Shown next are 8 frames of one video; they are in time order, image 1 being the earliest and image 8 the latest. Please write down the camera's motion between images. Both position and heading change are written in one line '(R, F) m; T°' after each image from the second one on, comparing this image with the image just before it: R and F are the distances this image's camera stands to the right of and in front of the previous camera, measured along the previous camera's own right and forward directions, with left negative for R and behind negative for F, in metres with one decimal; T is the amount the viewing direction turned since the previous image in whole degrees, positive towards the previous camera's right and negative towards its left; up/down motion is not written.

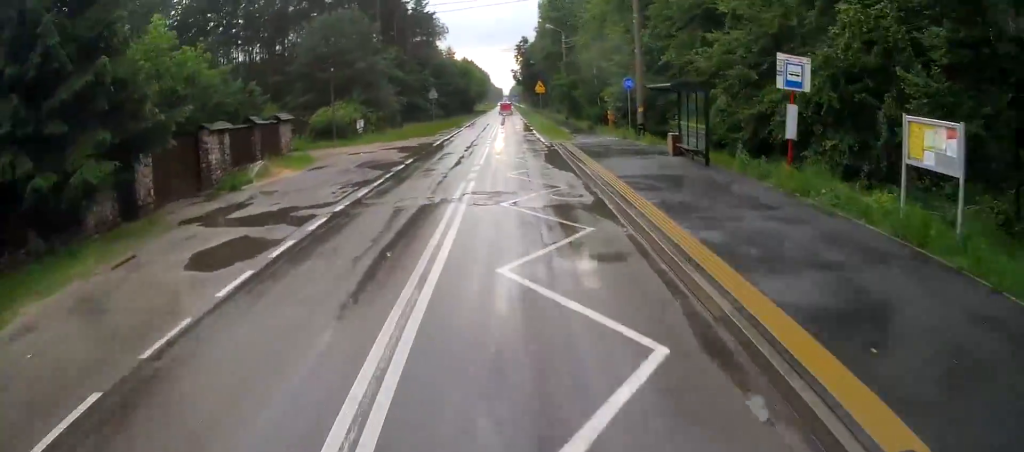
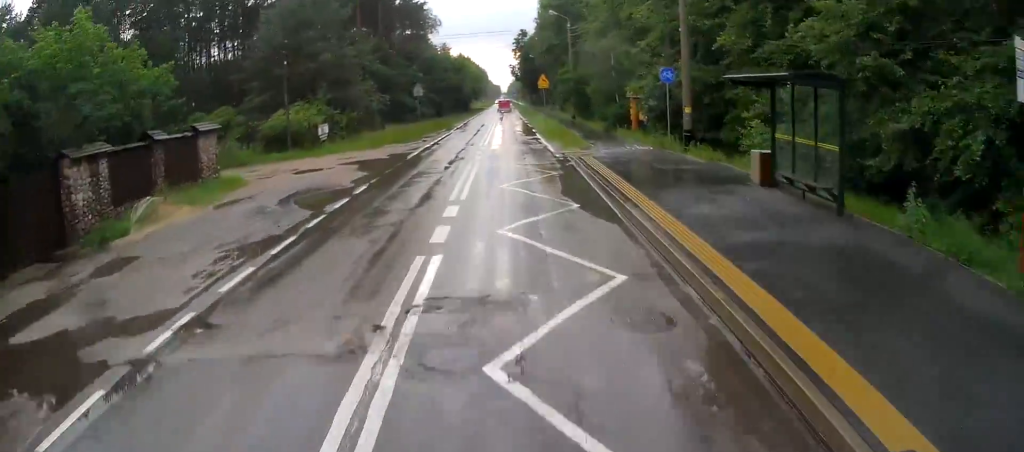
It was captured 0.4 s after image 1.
(0.0, +7.9) m; 0°
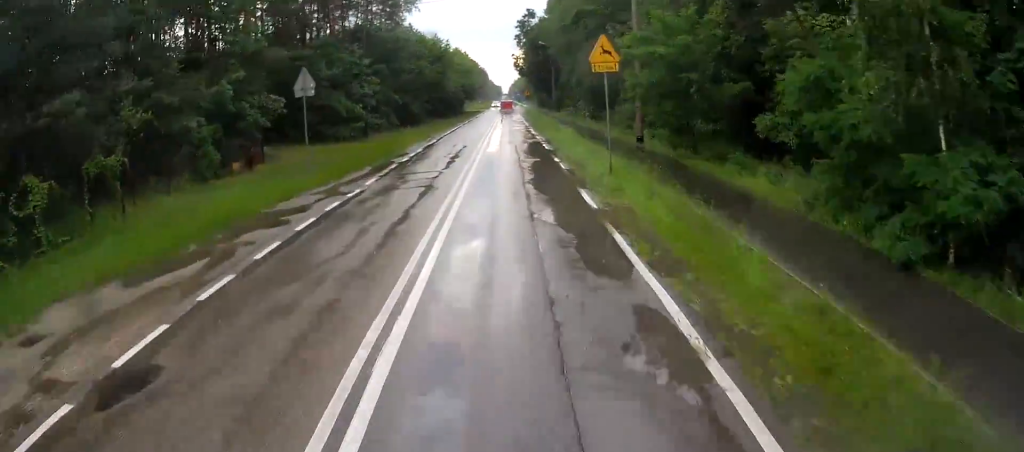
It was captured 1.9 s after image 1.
(0.0, +26.7) m; 0°
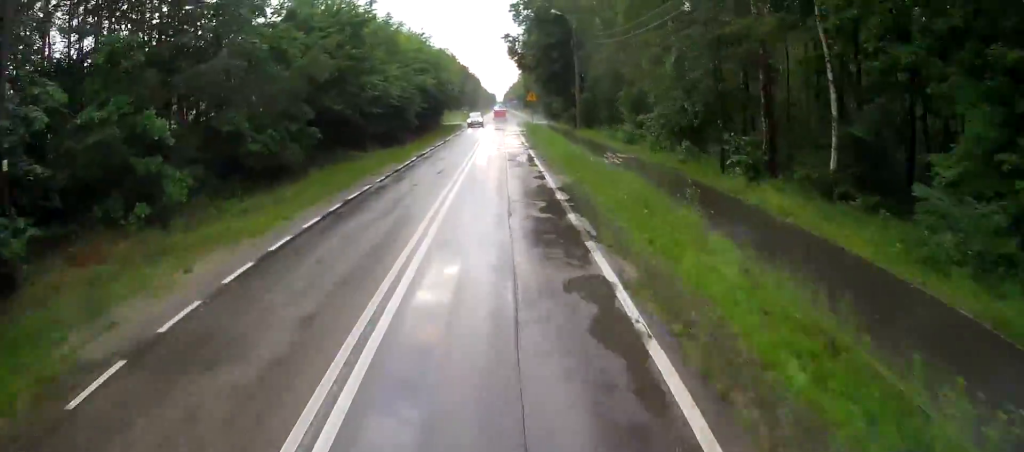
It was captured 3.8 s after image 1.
(0.0, +33.5) m; -2°
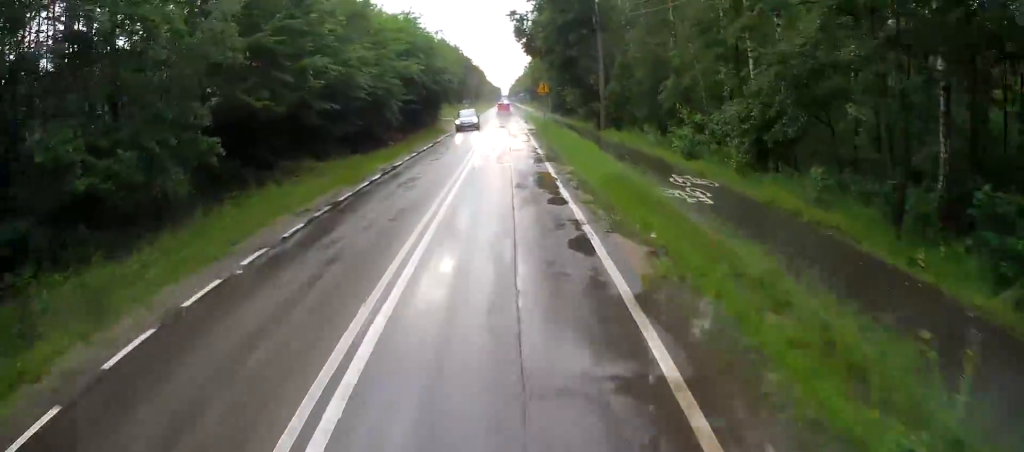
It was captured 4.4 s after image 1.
(-0.2, +9.7) m; -1°
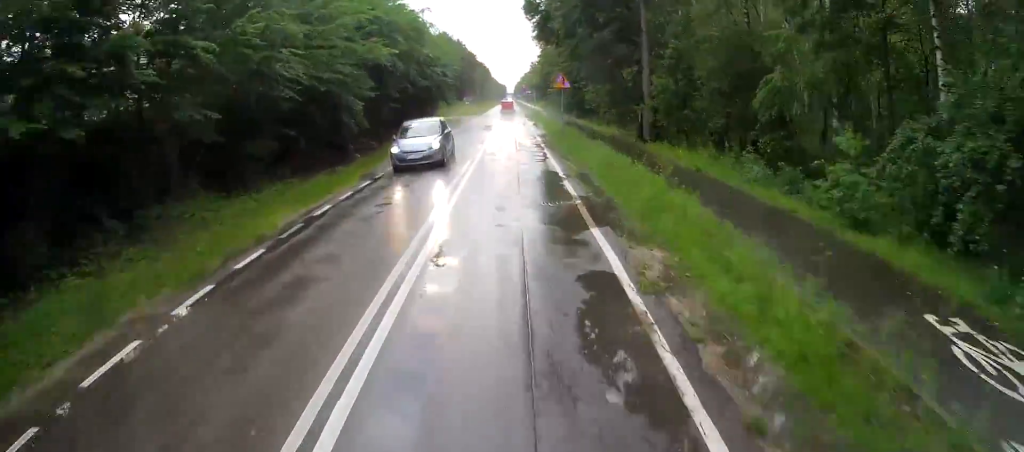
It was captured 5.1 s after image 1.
(0.0, +10.9) m; 0°
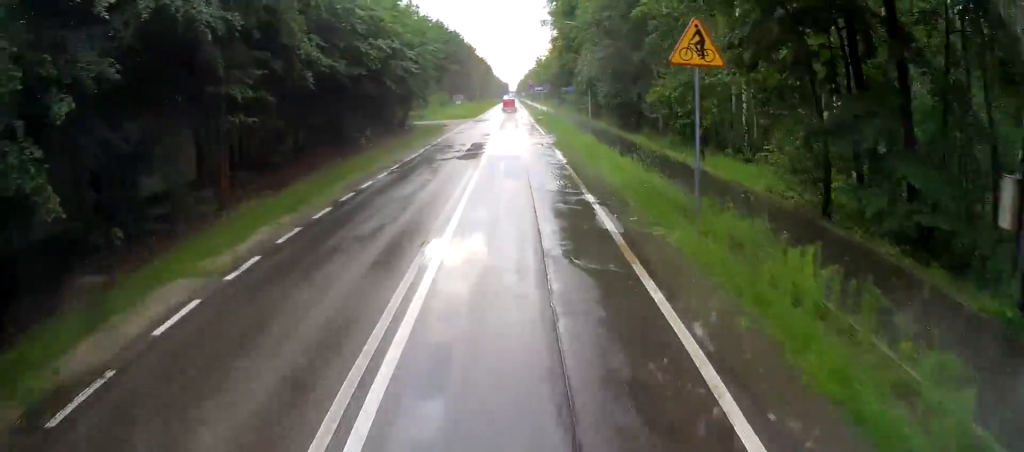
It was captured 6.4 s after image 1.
(+0.1, +21.6) m; 0°
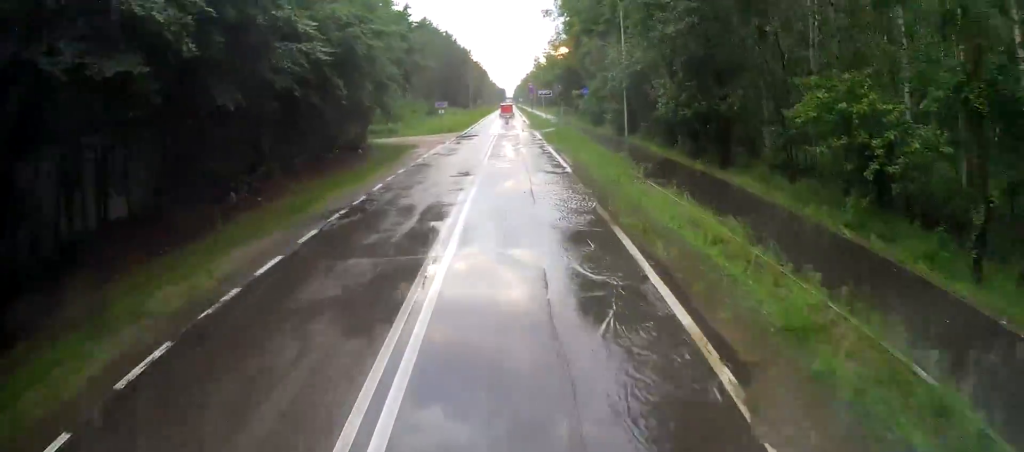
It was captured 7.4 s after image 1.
(0.0, +15.5) m; 0°
